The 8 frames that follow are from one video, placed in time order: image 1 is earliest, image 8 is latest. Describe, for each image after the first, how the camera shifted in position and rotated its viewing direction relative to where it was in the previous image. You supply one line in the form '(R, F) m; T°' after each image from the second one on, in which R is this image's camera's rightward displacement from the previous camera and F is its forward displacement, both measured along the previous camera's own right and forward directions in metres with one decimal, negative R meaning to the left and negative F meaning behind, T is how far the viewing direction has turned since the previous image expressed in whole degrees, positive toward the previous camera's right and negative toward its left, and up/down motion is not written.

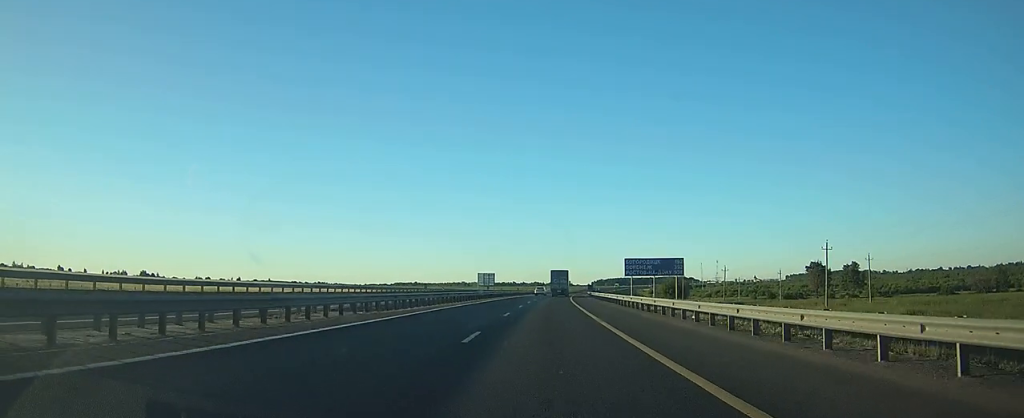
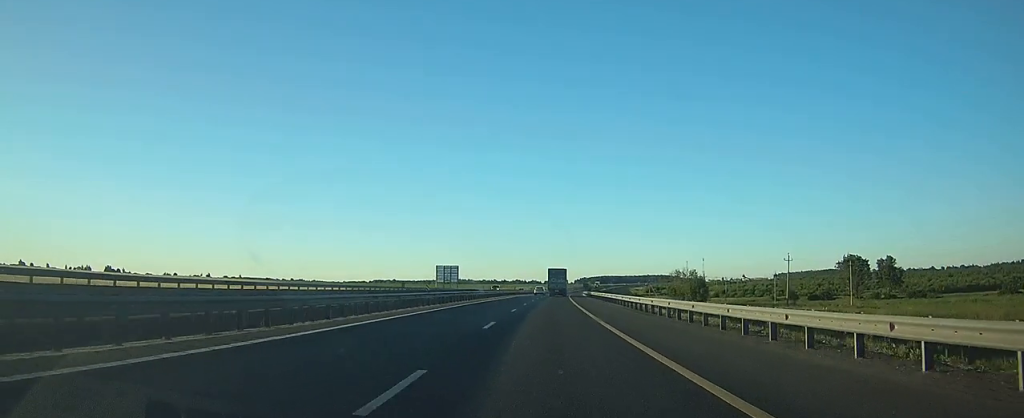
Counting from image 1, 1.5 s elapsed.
(+0.4, +43.0) m; +2°
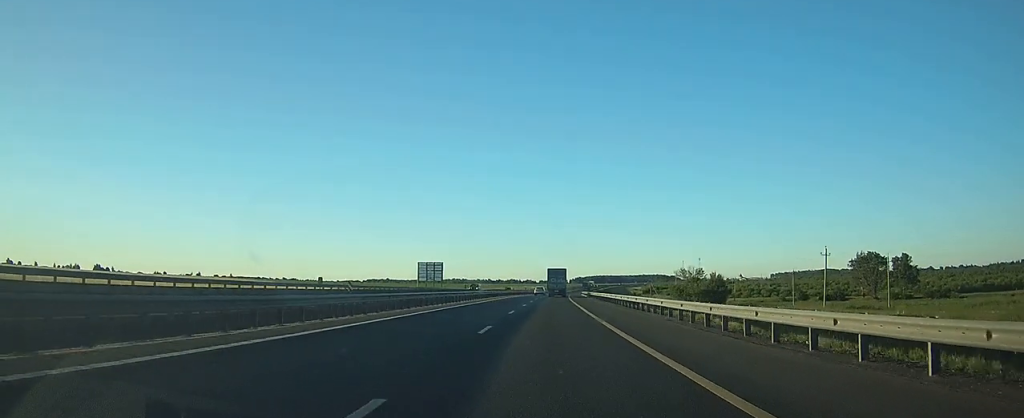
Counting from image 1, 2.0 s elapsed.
(+0.1, +14.1) m; +1°
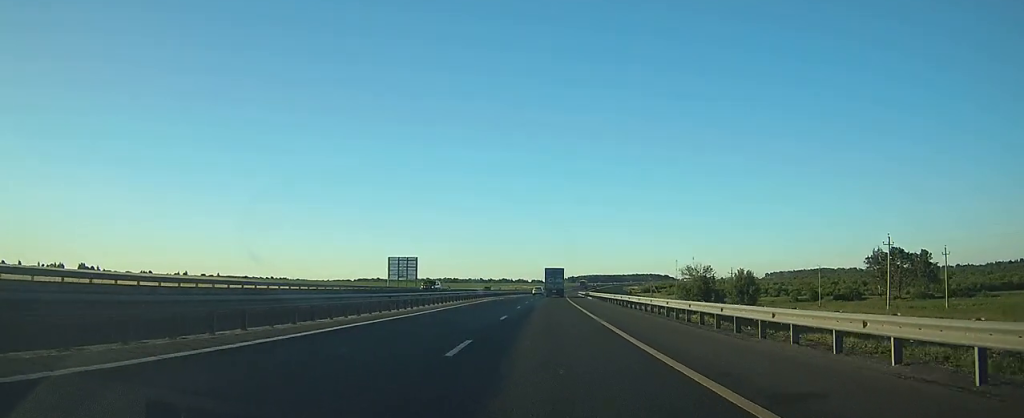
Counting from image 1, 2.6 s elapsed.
(+0.1, +17.0) m; +1°
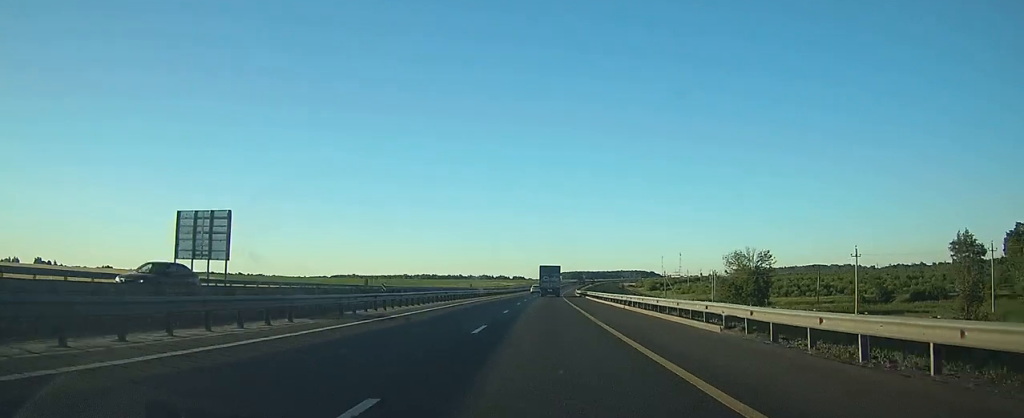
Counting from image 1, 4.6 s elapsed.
(+1.1, +55.2) m; +2°
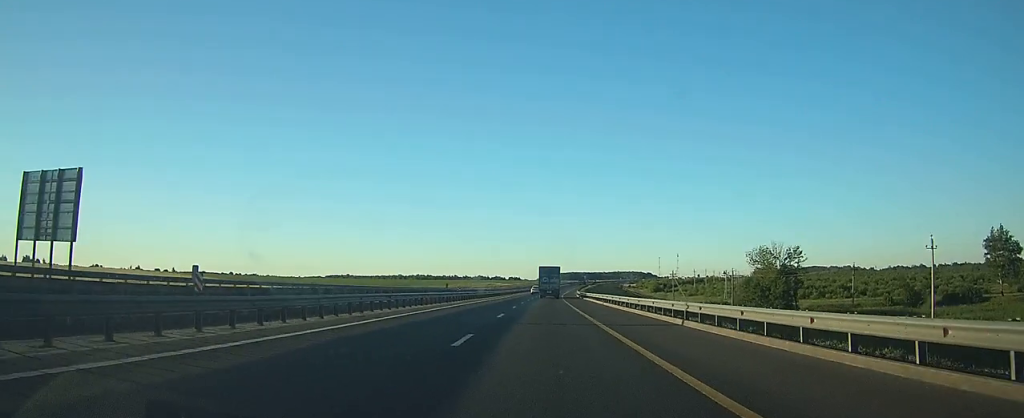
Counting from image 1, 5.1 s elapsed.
(+0.1, +15.3) m; 0°
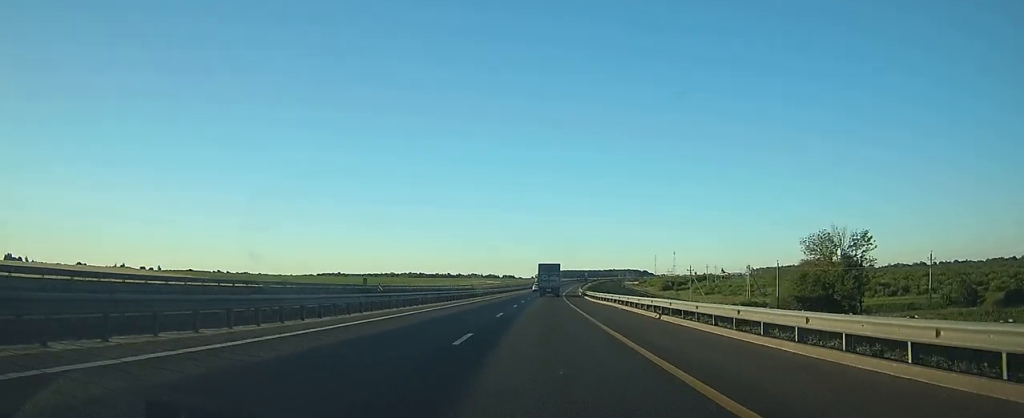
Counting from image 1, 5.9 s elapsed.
(+0.1, +23.9) m; 0°
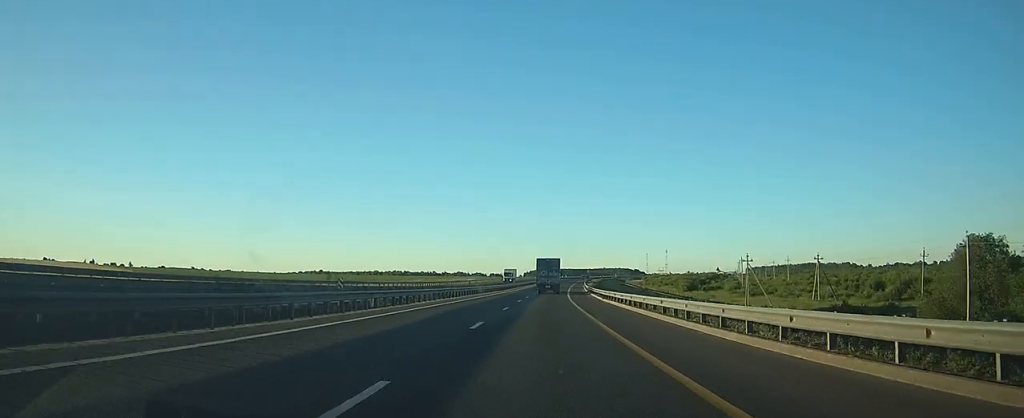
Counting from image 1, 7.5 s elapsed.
(+0.1, +43.8) m; +1°
